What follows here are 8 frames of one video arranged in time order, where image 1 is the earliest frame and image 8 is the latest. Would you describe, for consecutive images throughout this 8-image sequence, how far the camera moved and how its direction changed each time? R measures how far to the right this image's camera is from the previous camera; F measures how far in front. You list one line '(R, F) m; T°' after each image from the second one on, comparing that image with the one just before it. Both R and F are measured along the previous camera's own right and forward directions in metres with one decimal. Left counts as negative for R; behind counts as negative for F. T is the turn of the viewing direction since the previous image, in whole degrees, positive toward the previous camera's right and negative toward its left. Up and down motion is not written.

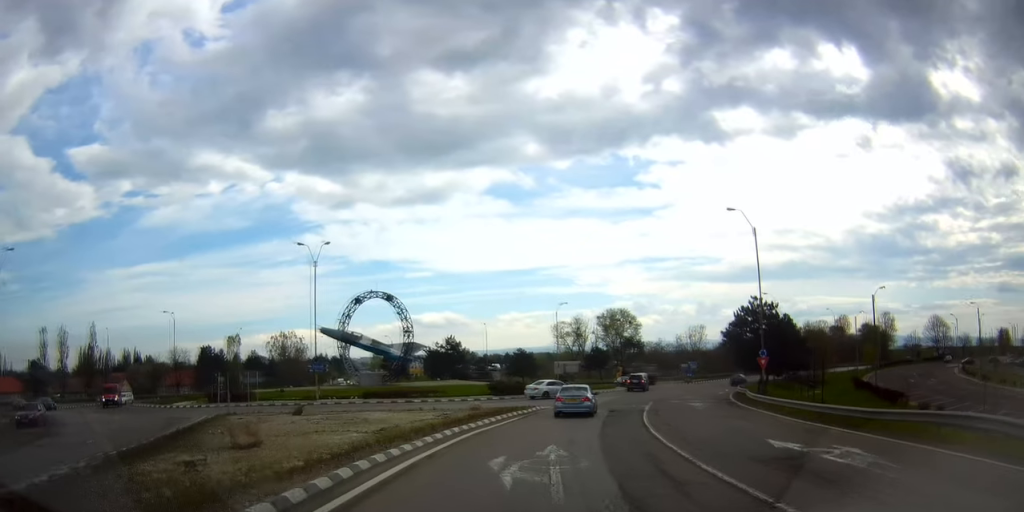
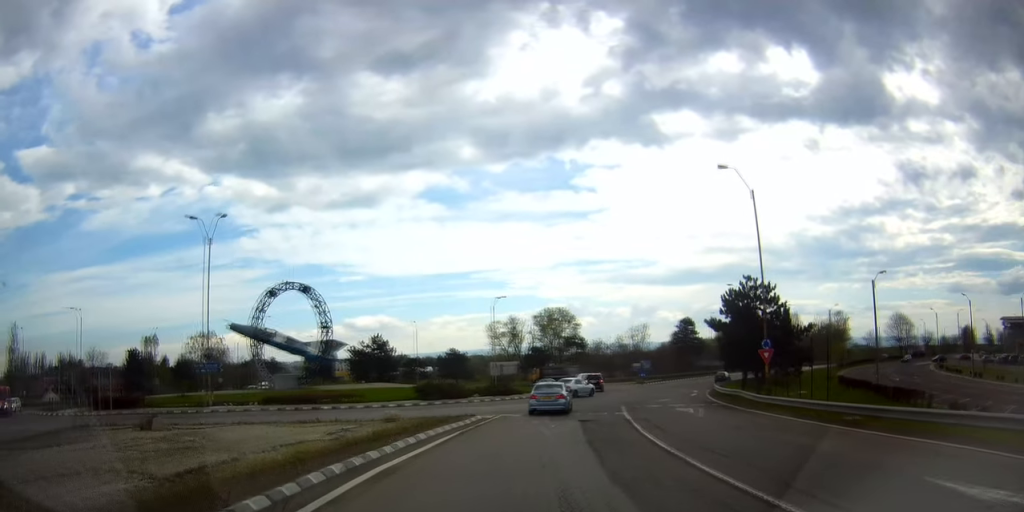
(+0.4, +9.0) m; +4°
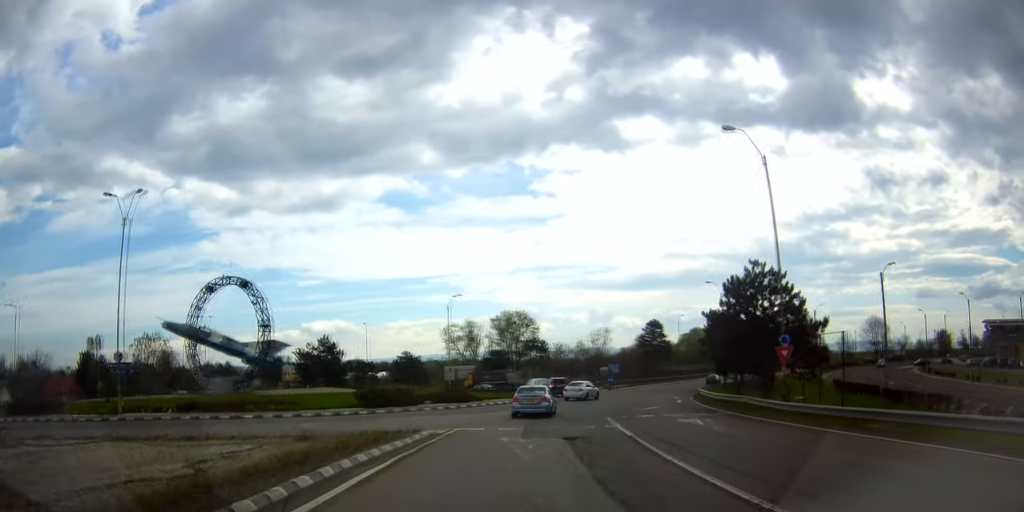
(+0.1, +6.5) m; +3°
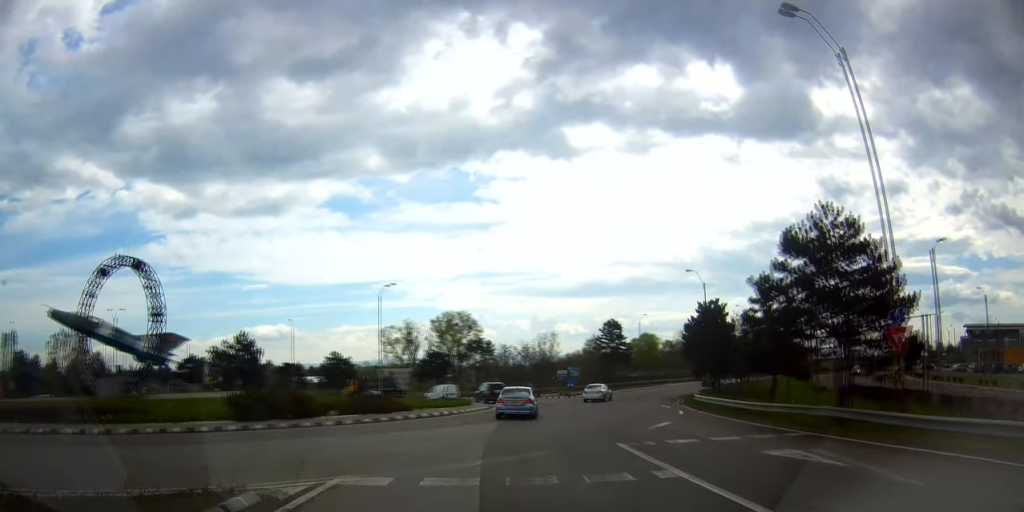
(+0.5, +11.5) m; +7°
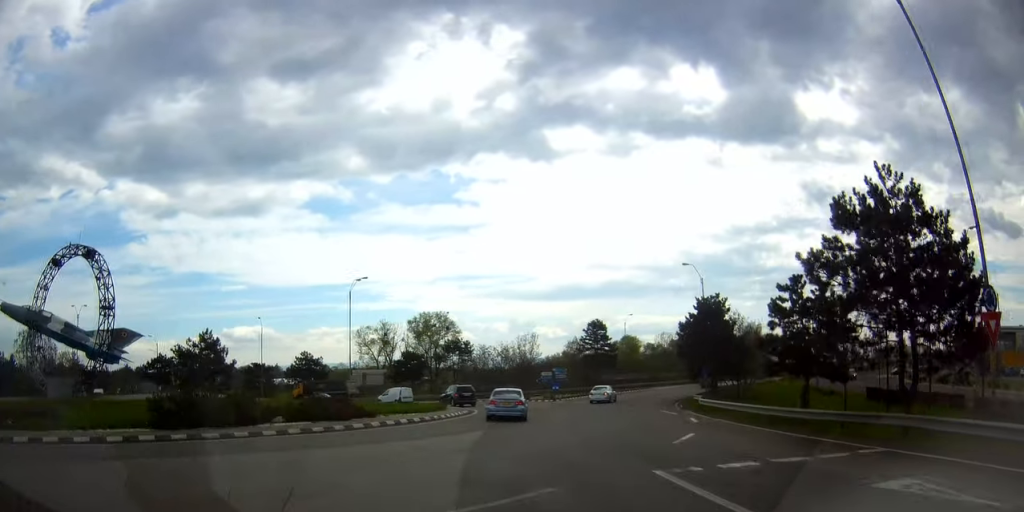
(+0.2, +4.7) m; +4°
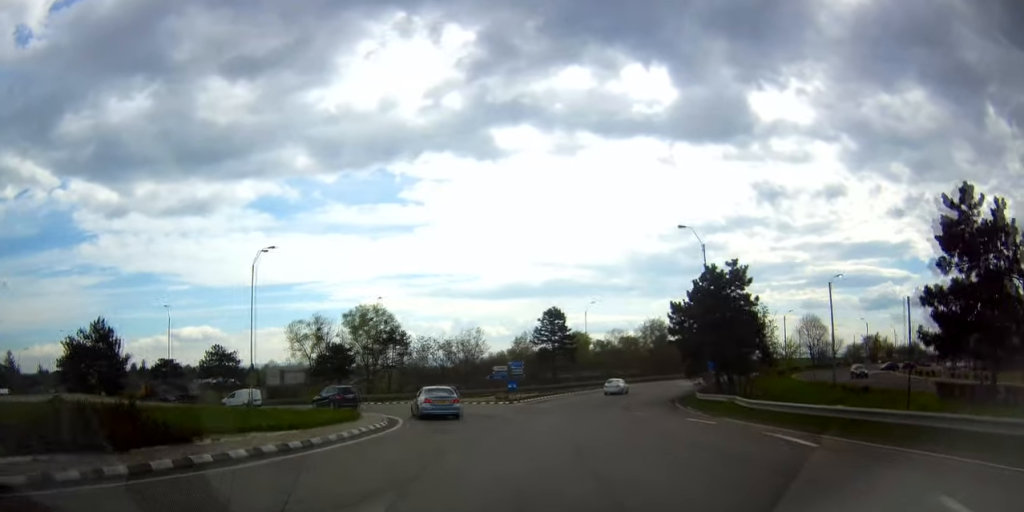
(+1.4, +12.2) m; +11°
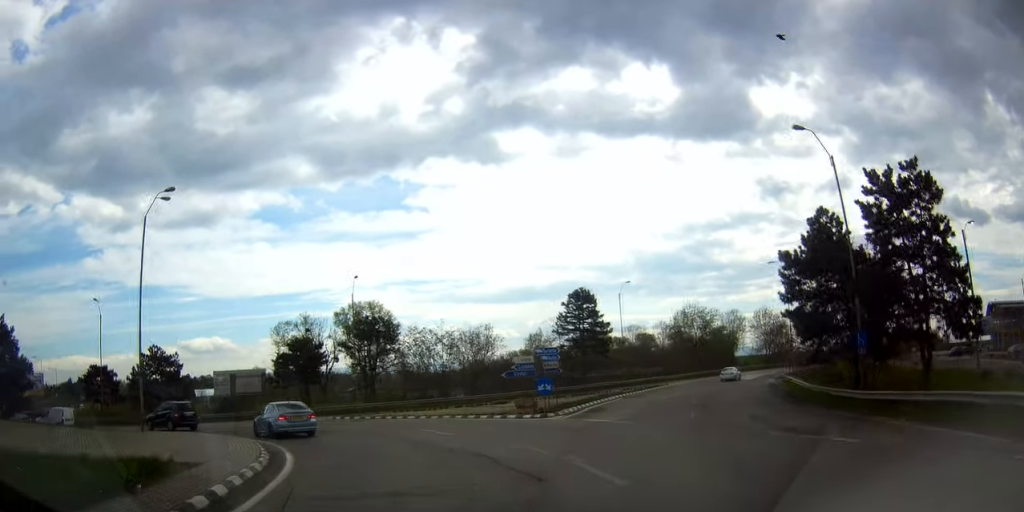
(+0.7, +16.6) m; +2°
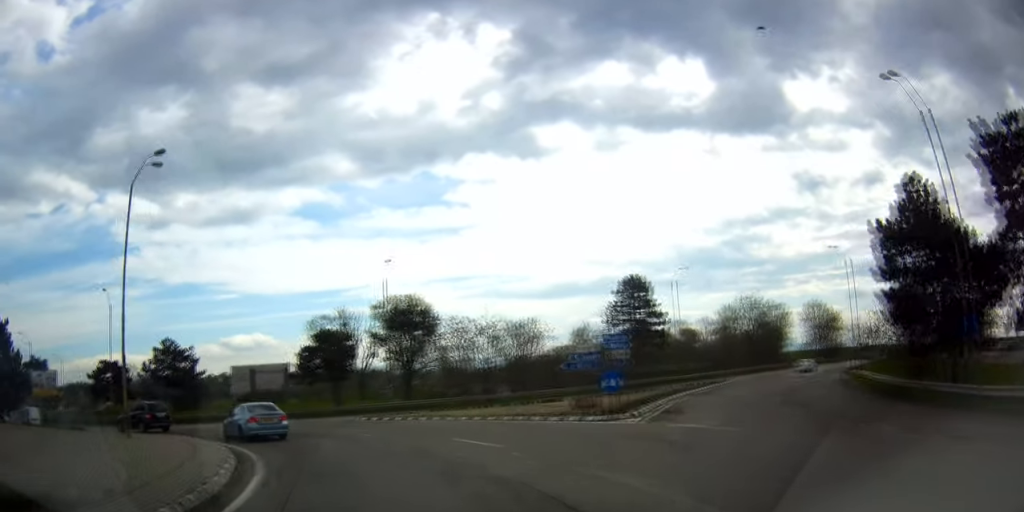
(0.0, +5.1) m; 0°
